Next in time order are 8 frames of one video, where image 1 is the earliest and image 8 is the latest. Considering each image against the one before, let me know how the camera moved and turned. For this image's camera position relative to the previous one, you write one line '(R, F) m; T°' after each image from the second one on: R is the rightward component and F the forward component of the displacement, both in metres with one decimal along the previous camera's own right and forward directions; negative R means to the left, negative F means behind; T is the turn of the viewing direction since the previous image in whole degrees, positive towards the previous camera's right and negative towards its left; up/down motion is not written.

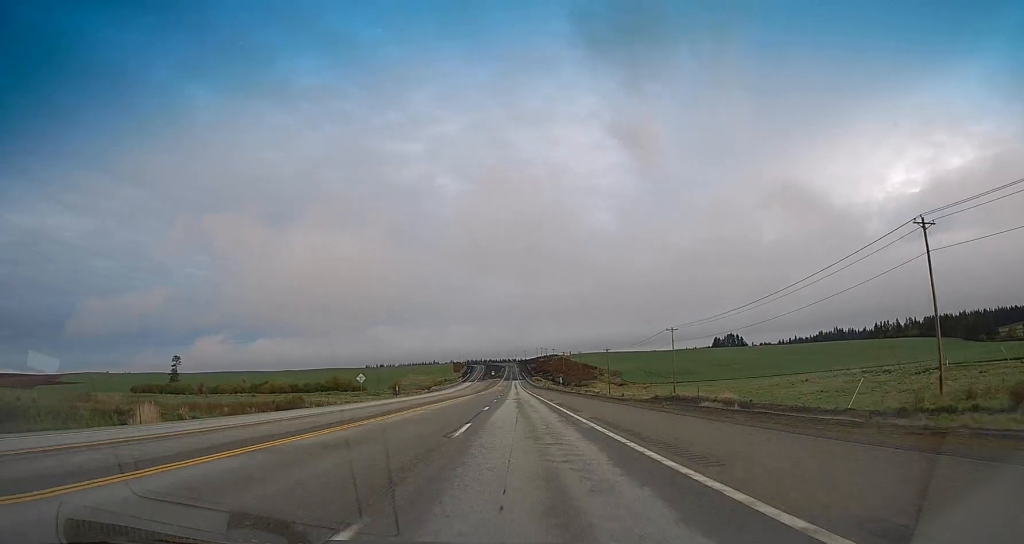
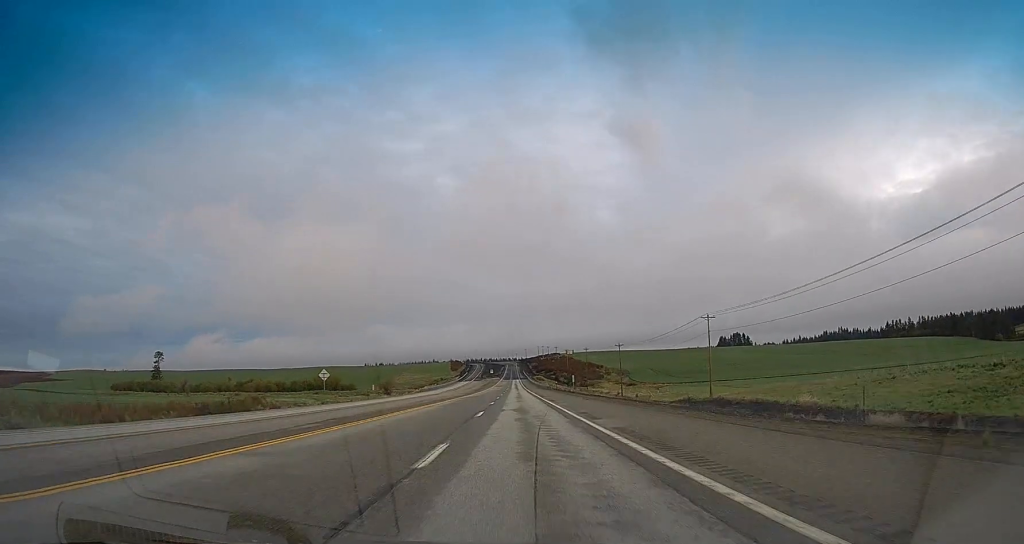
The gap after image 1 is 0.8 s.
(0.0, +22.7) m; 0°
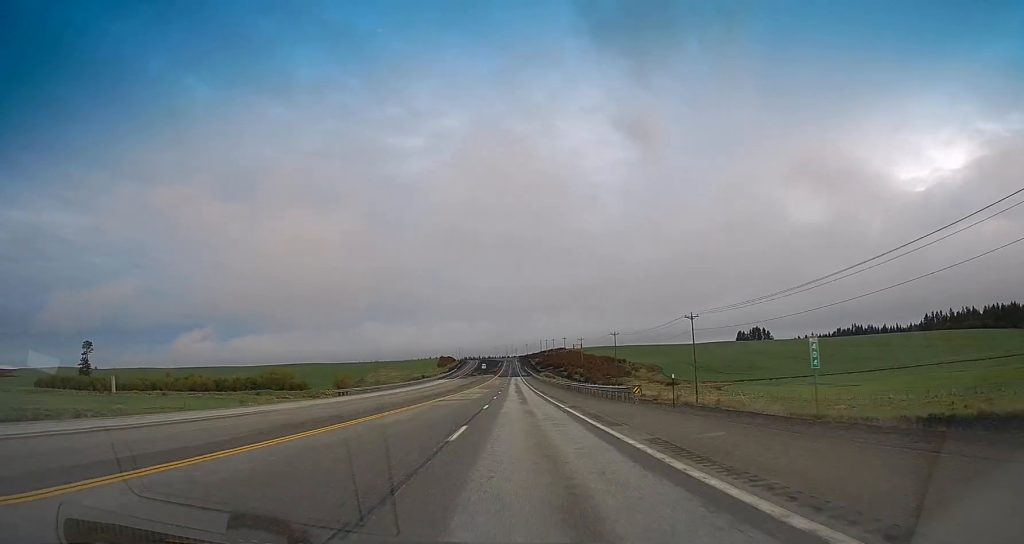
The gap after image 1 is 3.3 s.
(+1.0, +73.7) m; +1°
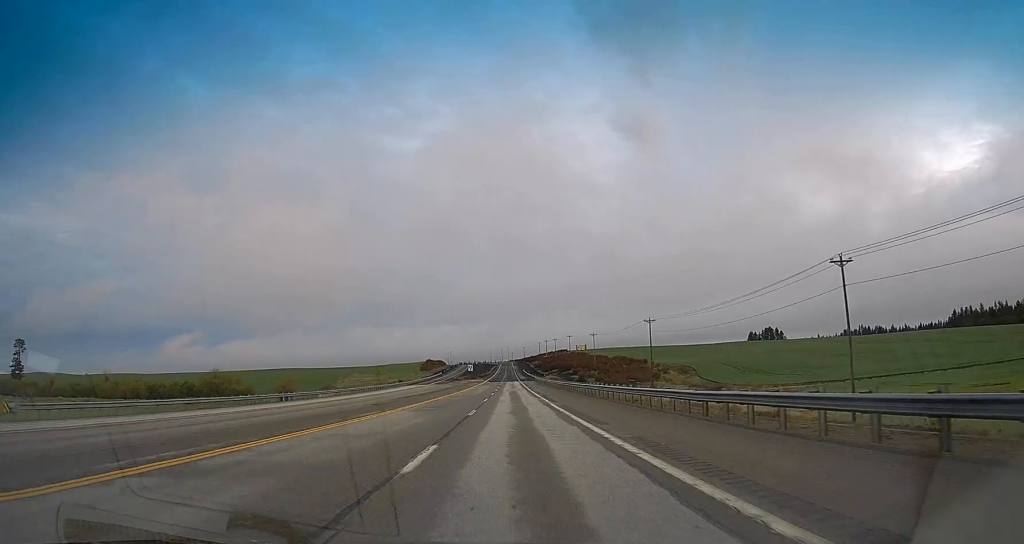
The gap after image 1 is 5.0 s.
(+0.1, +52.0) m; 0°
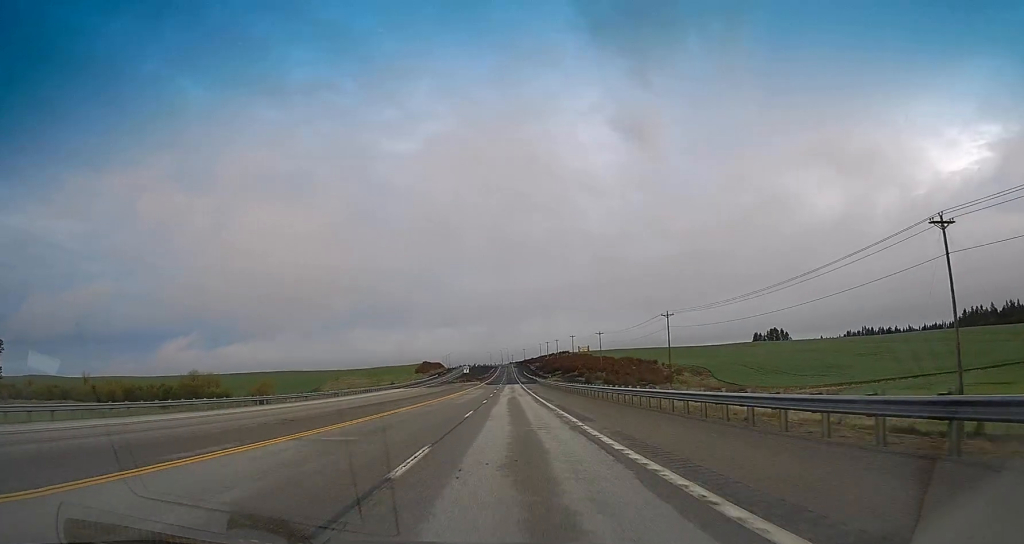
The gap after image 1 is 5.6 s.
(-0.3, +15.7) m; 0°
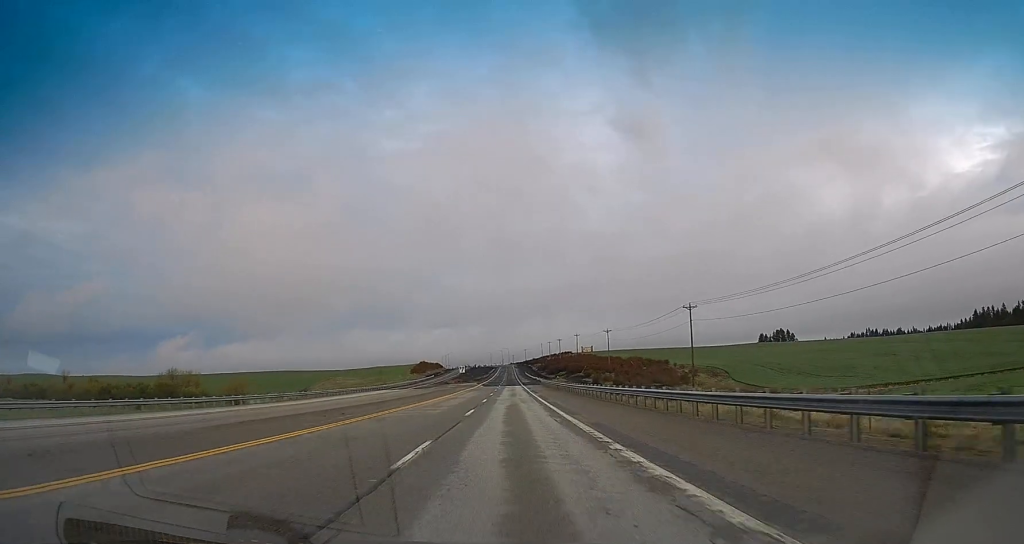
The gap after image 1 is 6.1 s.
(-0.3, +14.7) m; 0°
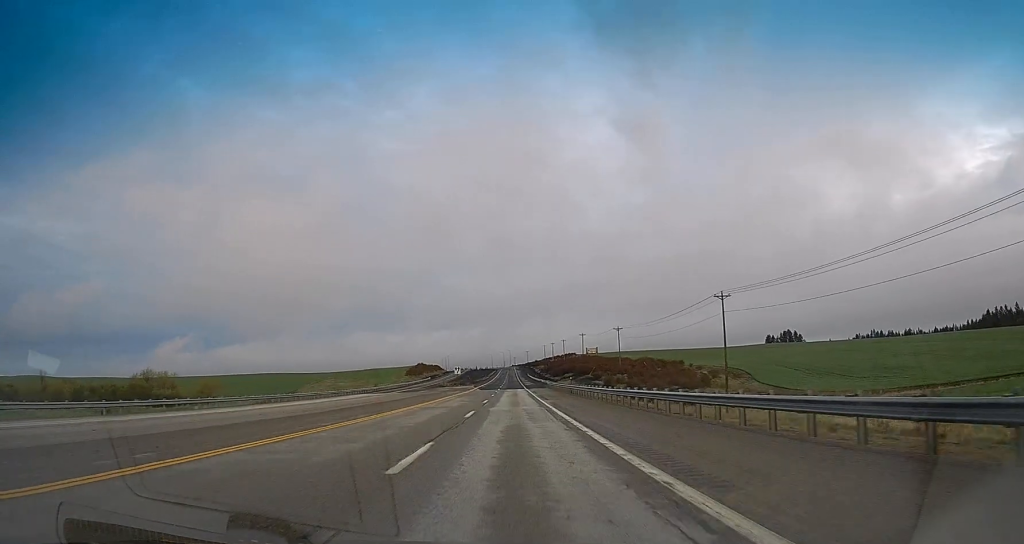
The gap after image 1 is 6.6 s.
(+0.3, +15.6) m; 0°
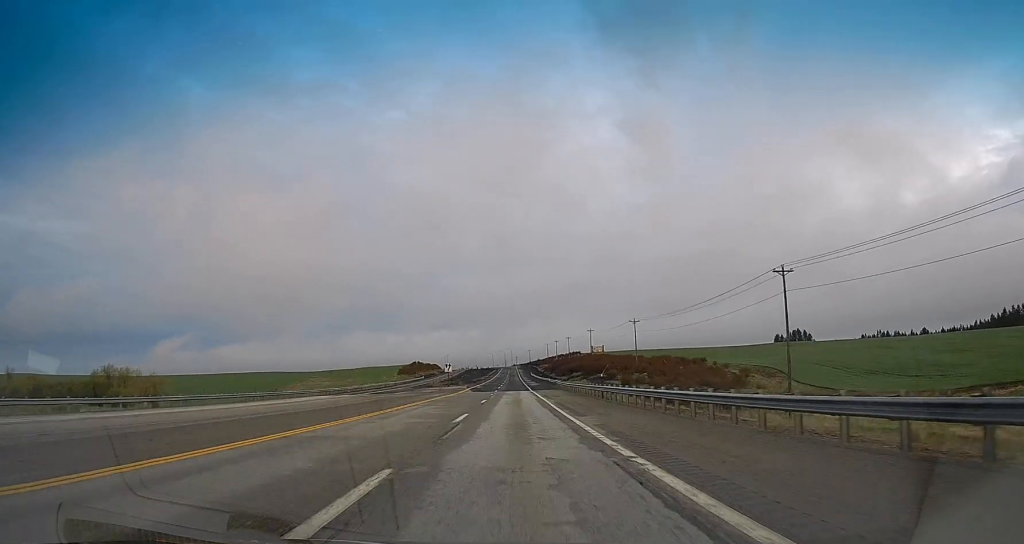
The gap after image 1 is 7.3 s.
(+0.2, +20.5) m; 0°
